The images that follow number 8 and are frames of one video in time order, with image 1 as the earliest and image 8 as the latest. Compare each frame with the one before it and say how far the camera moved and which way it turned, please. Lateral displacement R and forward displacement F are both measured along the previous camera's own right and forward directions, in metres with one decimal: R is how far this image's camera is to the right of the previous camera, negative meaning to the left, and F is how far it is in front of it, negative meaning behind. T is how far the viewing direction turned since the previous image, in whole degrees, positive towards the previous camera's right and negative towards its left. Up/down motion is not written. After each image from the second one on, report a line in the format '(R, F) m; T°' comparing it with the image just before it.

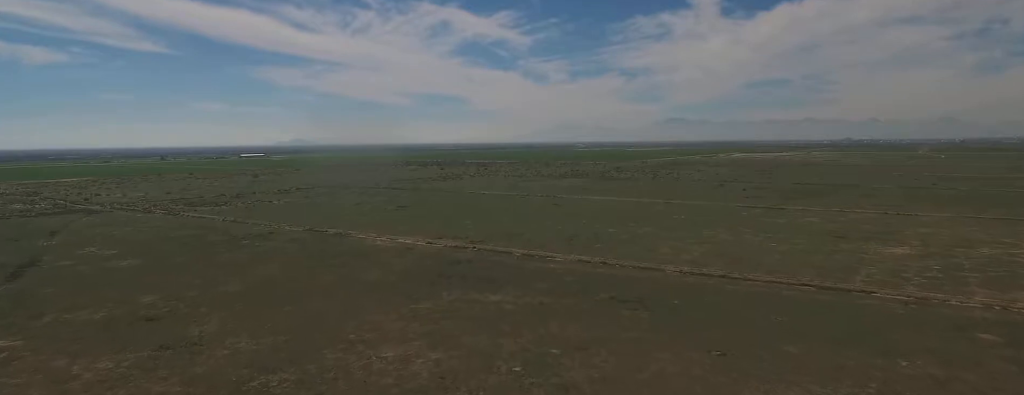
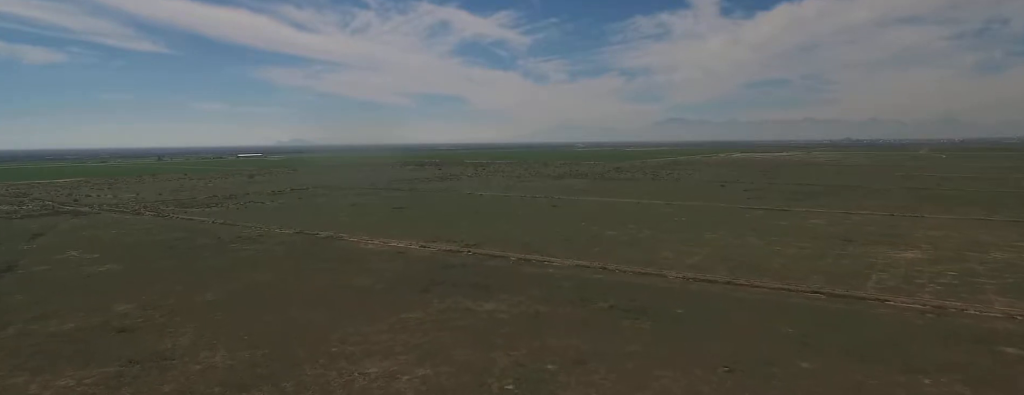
(0.0, +8.2) m; -1°
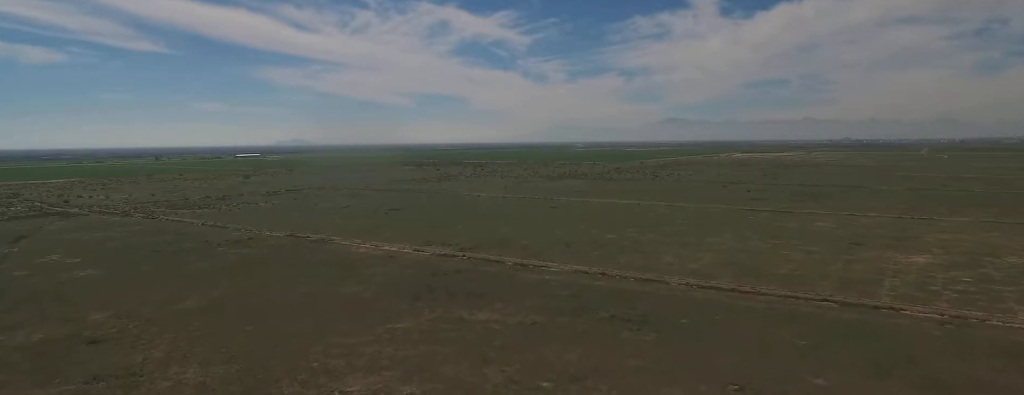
(-0.2, +8.2) m; -1°
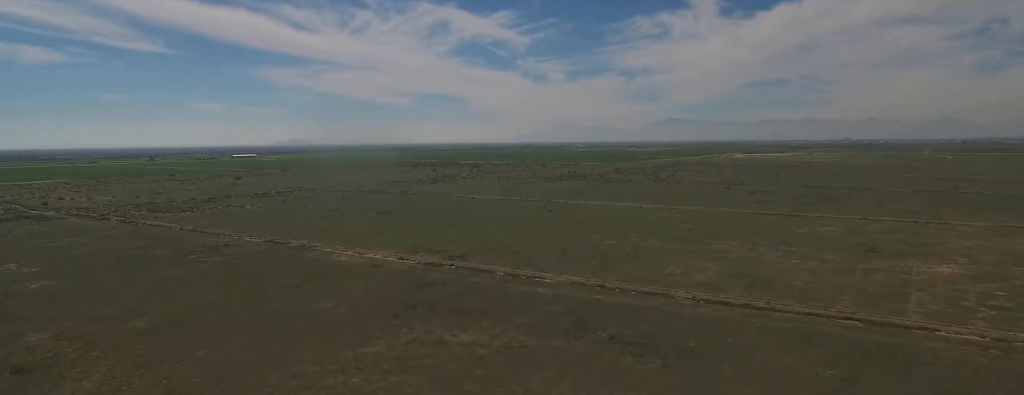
(-0.4, +16.0) m; -2°
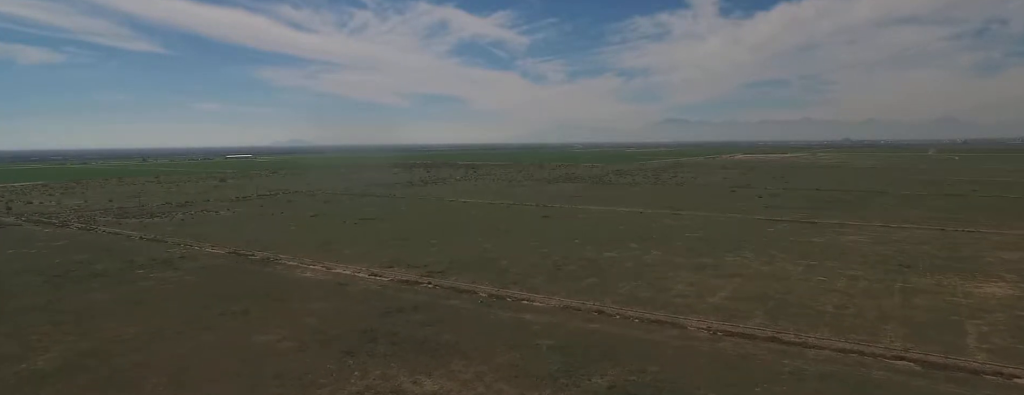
(-0.6, +25.4) m; -2°
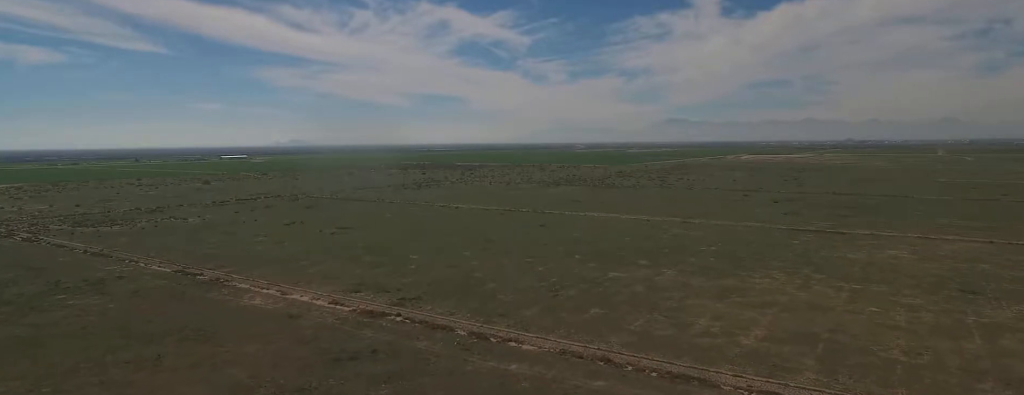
(-0.4, +31.7) m; -1°
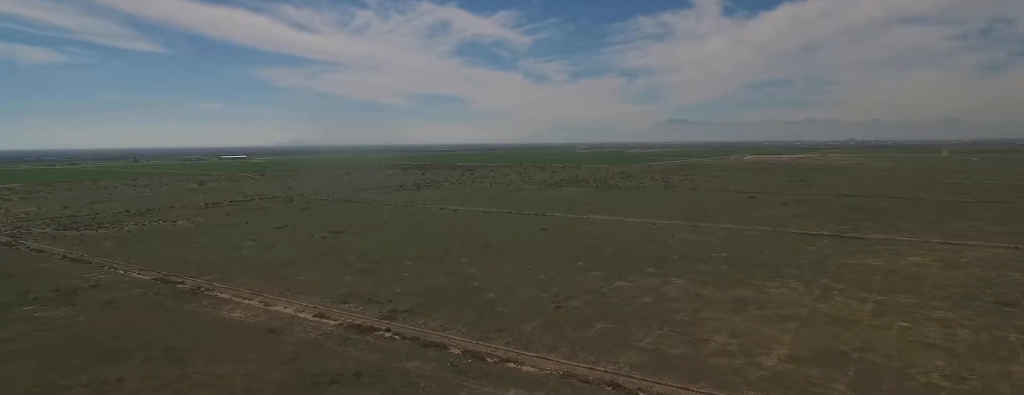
(0.0, +11.7) m; 0°
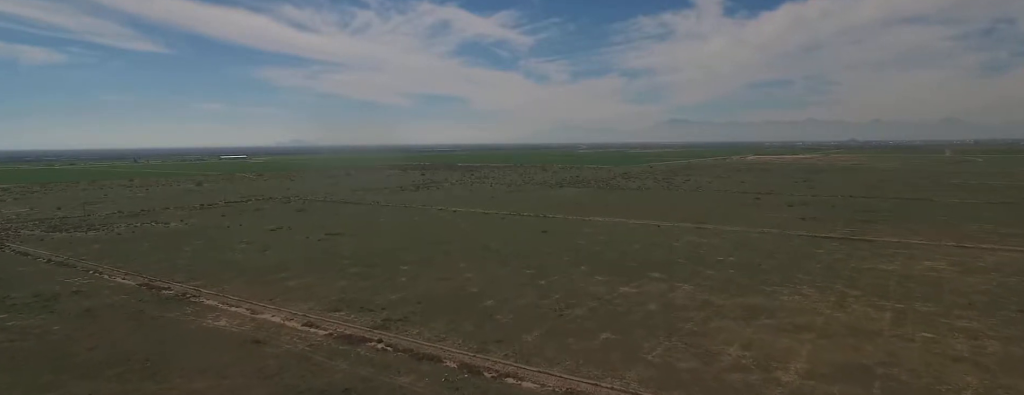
(0.0, +7.9) m; 0°
